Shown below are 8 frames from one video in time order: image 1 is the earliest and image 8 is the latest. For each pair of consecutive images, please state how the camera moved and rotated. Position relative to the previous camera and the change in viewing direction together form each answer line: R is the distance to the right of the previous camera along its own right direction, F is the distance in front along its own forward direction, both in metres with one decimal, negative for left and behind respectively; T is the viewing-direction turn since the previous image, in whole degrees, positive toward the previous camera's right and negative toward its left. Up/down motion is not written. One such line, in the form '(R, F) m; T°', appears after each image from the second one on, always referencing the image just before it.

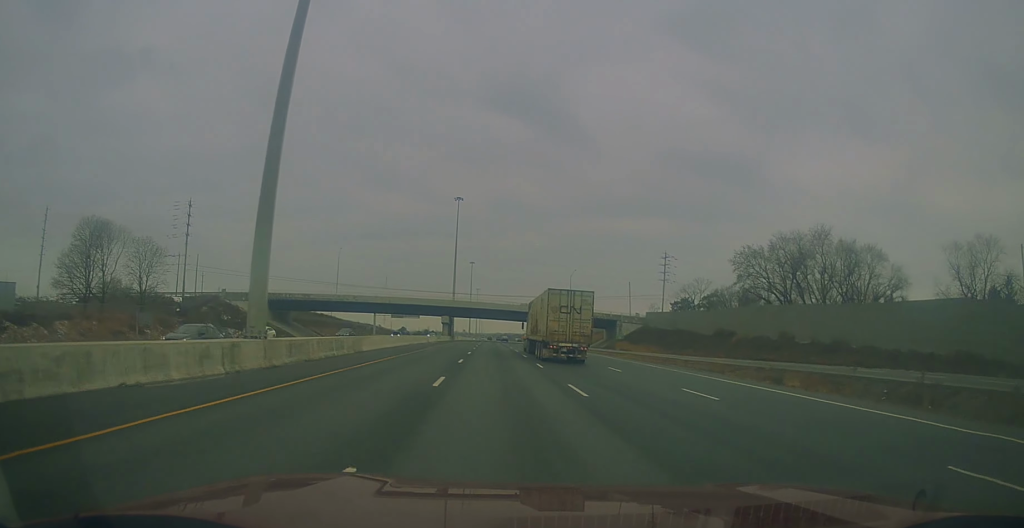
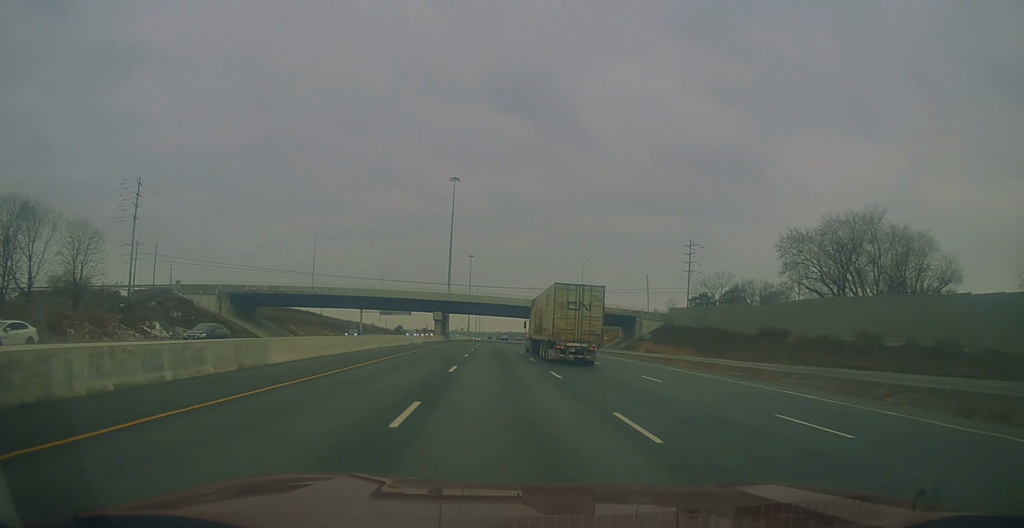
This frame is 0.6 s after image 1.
(0.0, +18.9) m; 0°
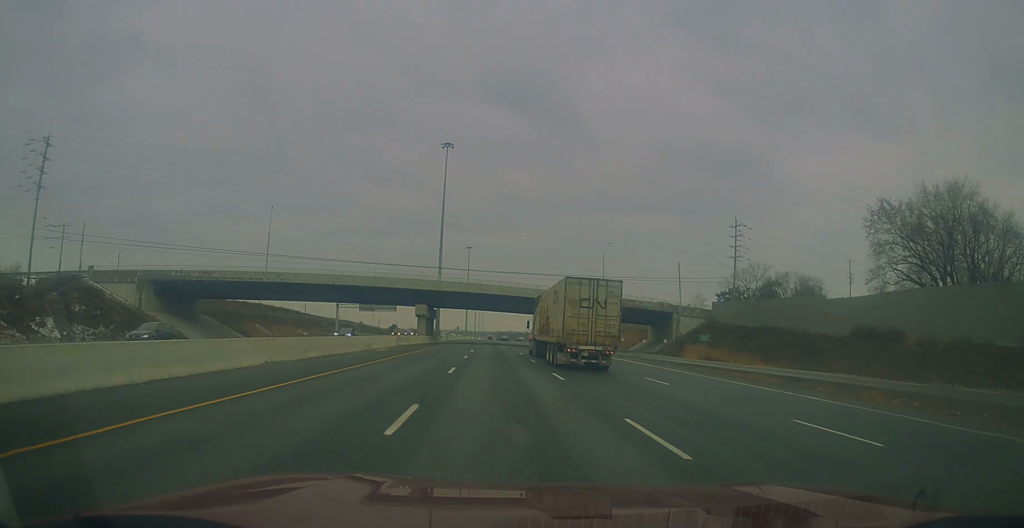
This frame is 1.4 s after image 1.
(-0.1, +25.2) m; +1°
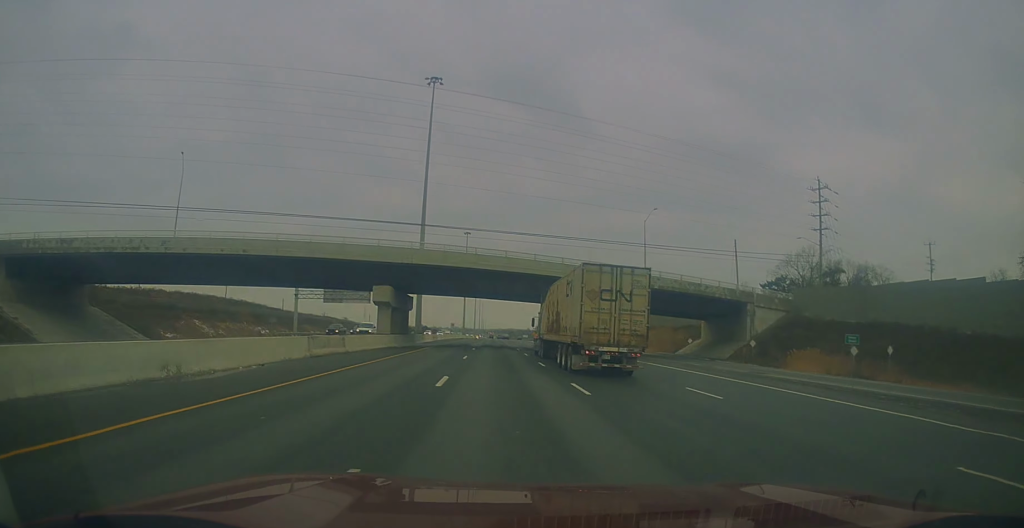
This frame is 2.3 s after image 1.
(+0.5, +29.4) m; -1°
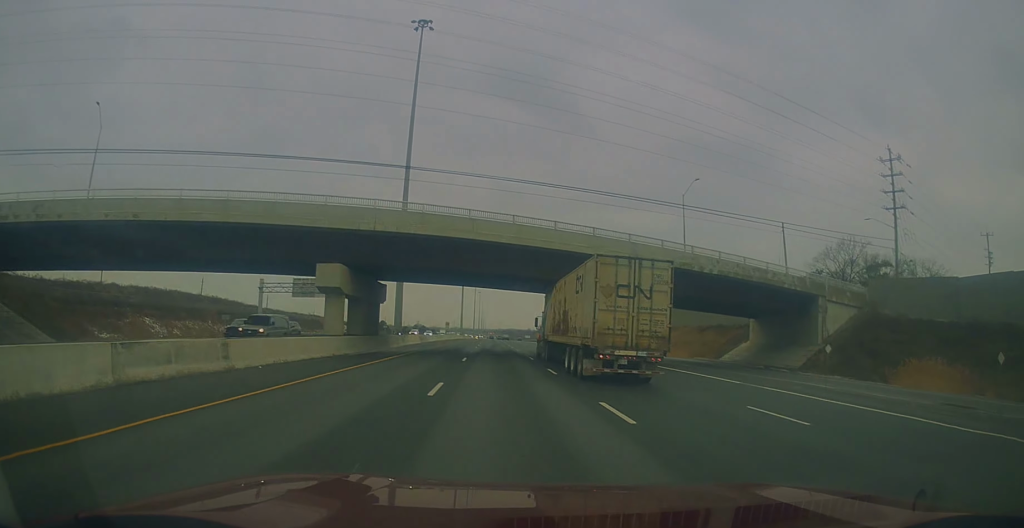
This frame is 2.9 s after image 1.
(-0.4, +16.9) m; 0°
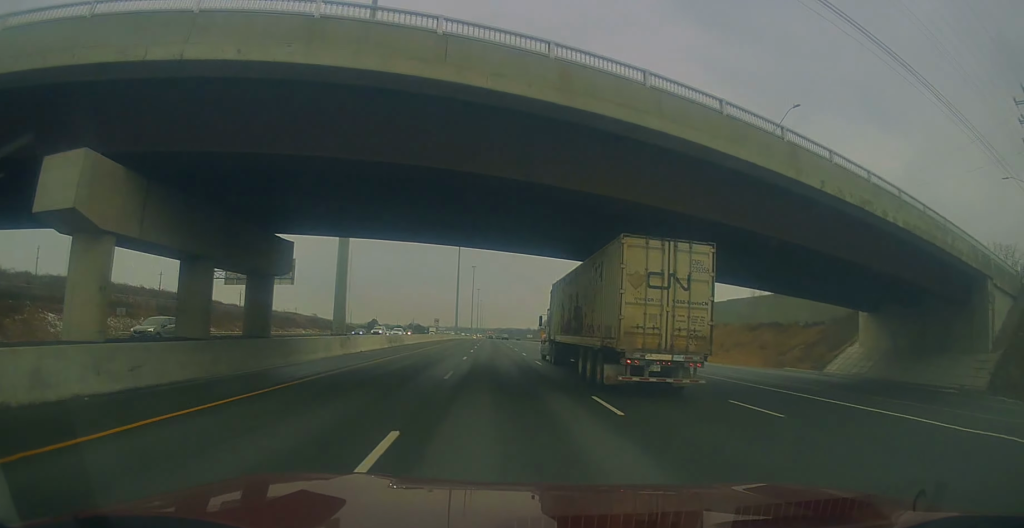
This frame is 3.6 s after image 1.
(-0.5, +23.3) m; 0°
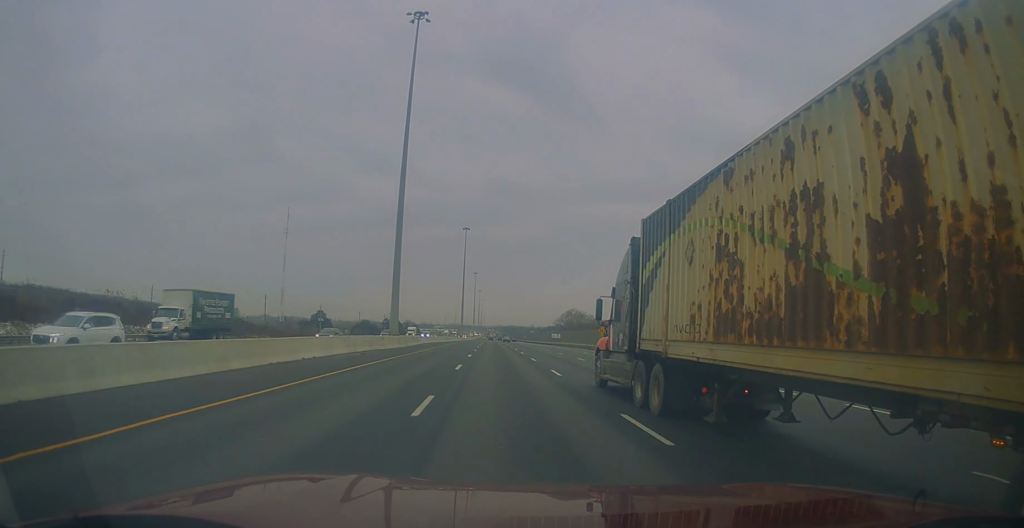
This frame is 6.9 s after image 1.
(+0.9, +106.7) m; +1°
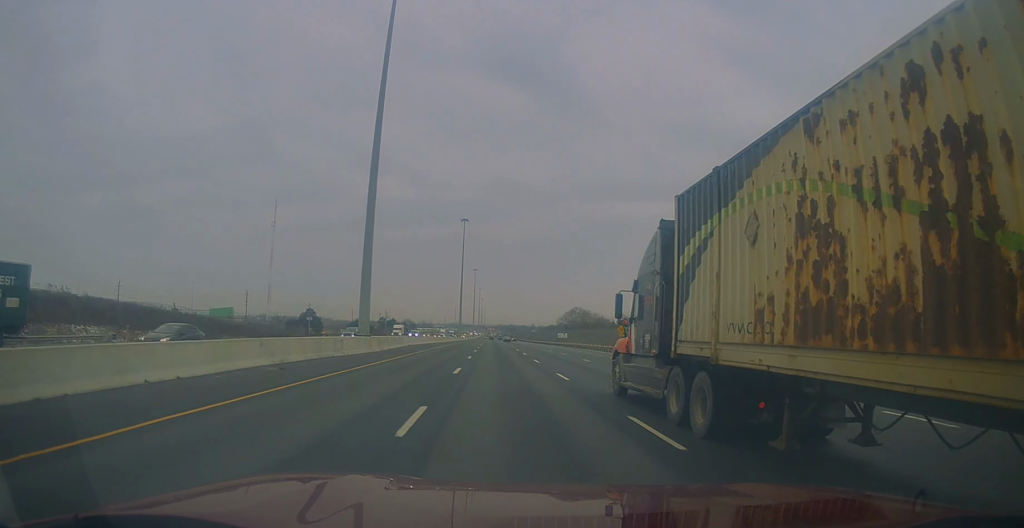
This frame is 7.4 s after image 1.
(-0.2, +13.9) m; 0°
